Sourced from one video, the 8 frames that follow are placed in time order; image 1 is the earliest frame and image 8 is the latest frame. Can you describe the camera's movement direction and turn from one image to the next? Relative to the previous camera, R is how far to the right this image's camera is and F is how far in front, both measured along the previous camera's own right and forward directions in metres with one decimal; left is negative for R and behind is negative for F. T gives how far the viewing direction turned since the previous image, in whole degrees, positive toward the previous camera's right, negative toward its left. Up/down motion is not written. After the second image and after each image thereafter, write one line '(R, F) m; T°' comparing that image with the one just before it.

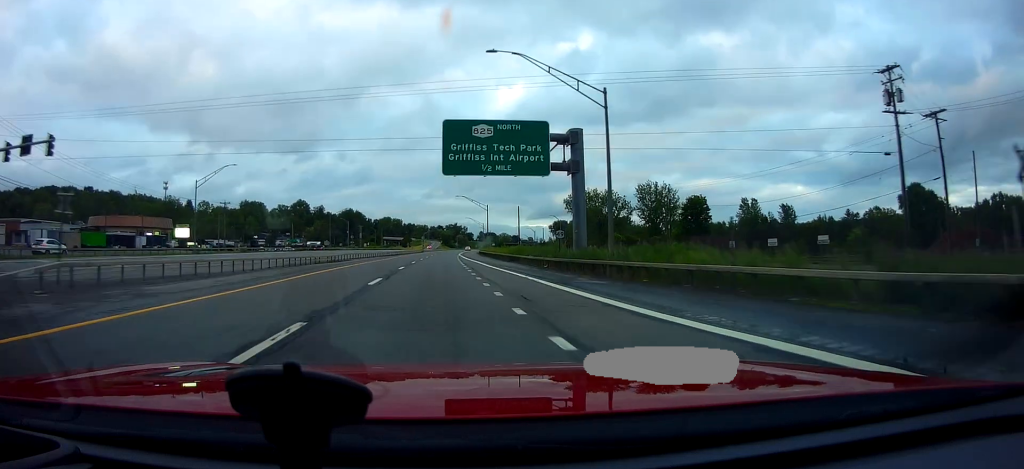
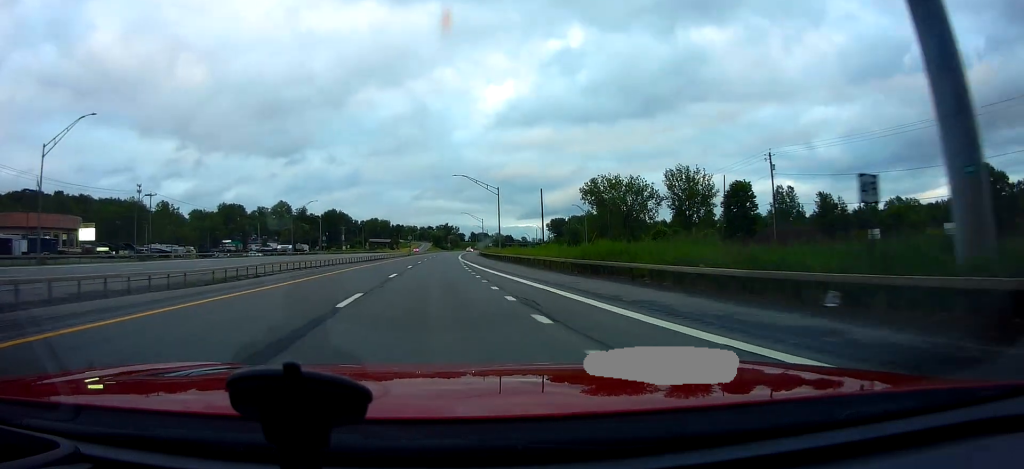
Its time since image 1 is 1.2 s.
(-0.5, +30.3) m; 0°
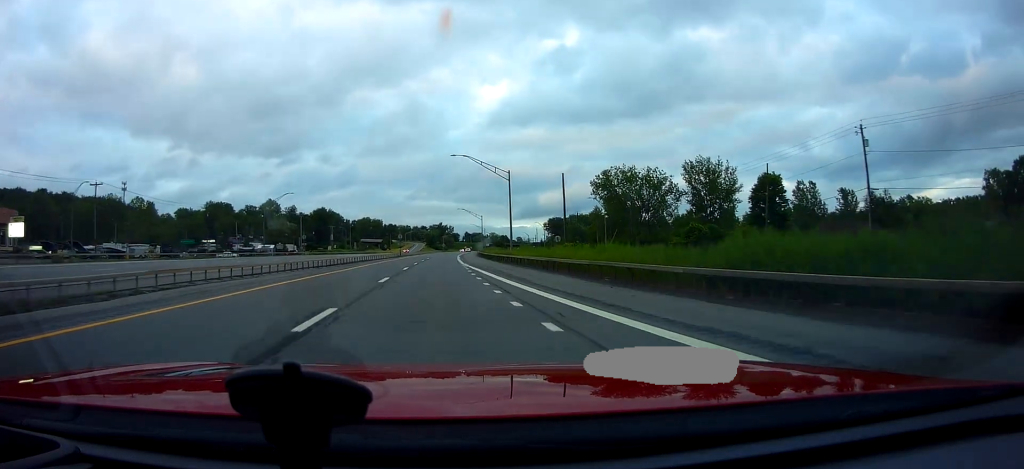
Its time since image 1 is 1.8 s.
(+0.3, +15.6) m; +2°
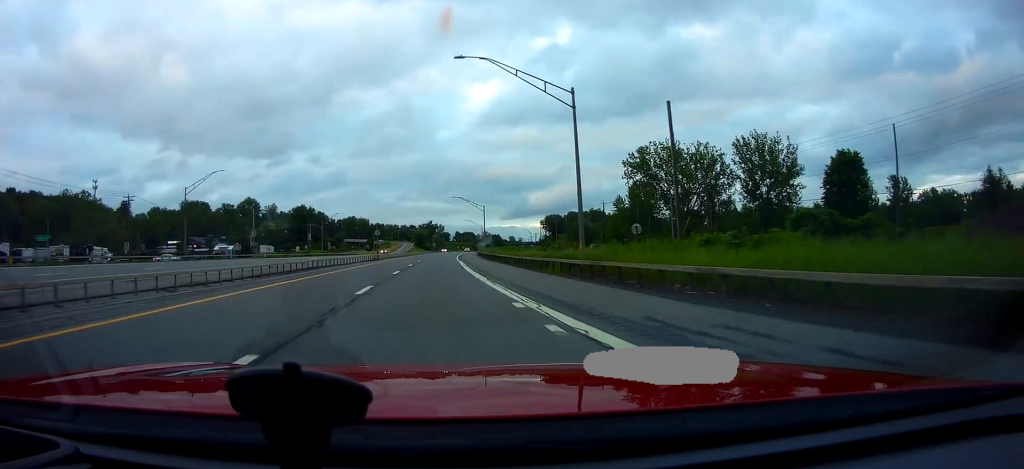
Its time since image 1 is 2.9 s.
(+1.2, +29.5) m; +2°
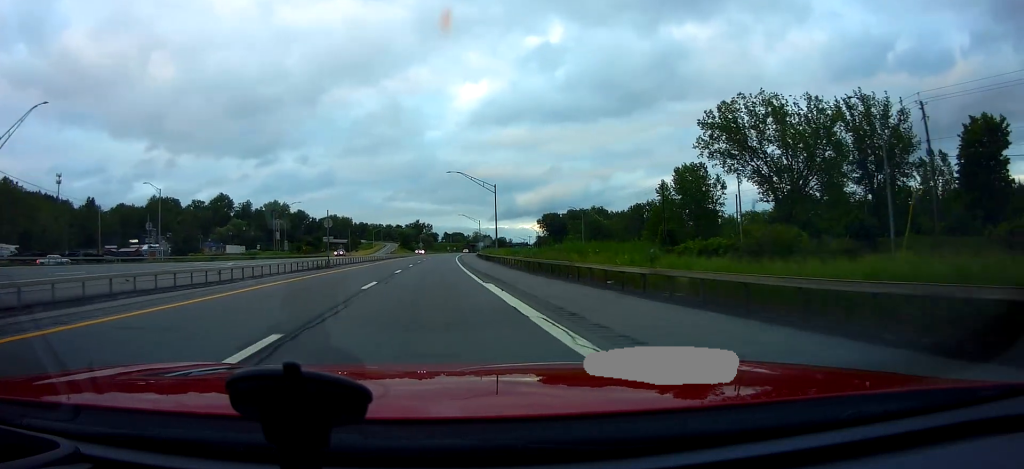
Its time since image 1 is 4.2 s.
(-0.5, +34.7) m; 0°
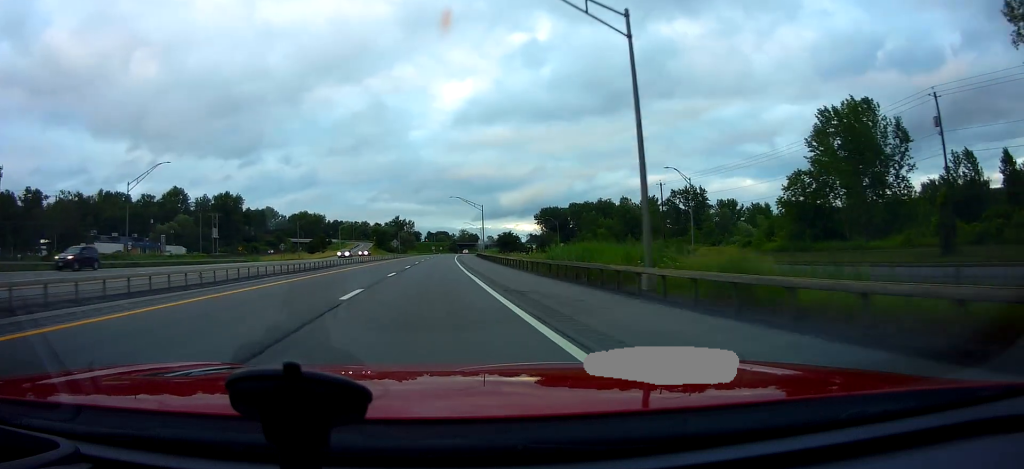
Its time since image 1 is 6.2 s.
(+1.7, +51.0) m; +2°
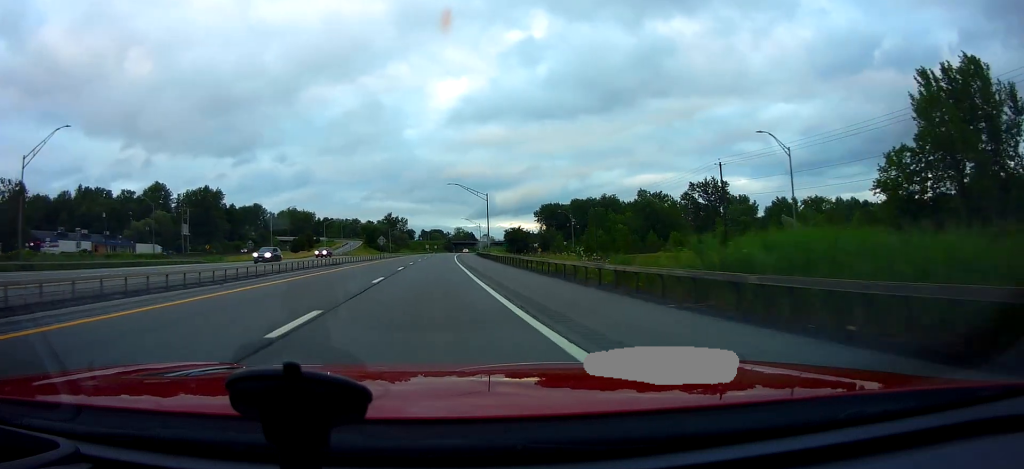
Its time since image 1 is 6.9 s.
(0.0, +18.2) m; 0°
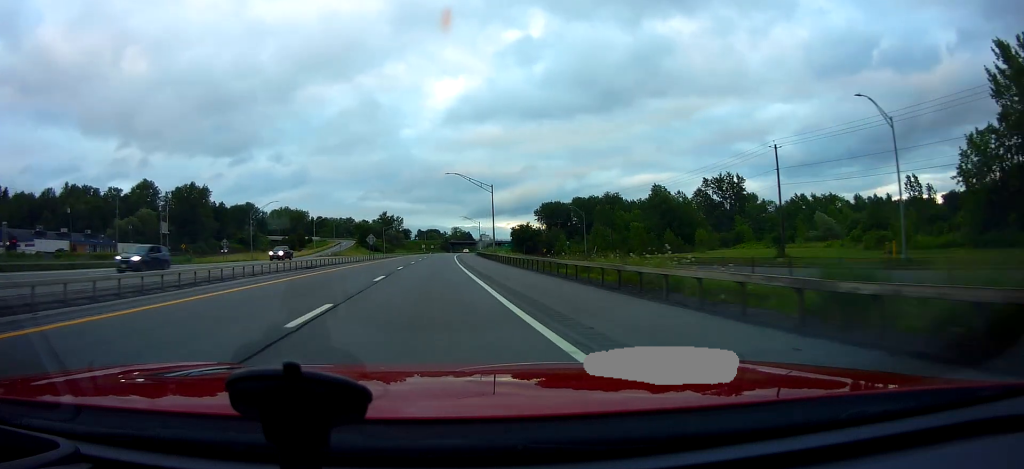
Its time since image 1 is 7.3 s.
(0.0, +11.3) m; 0°
